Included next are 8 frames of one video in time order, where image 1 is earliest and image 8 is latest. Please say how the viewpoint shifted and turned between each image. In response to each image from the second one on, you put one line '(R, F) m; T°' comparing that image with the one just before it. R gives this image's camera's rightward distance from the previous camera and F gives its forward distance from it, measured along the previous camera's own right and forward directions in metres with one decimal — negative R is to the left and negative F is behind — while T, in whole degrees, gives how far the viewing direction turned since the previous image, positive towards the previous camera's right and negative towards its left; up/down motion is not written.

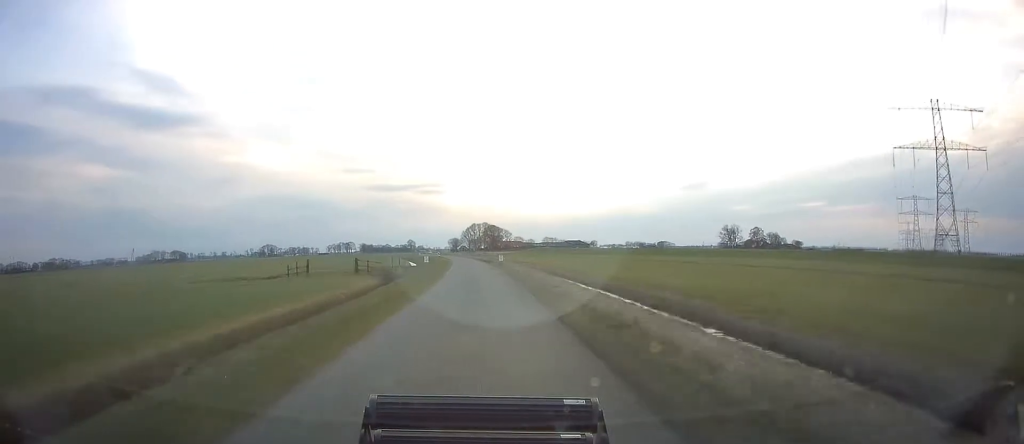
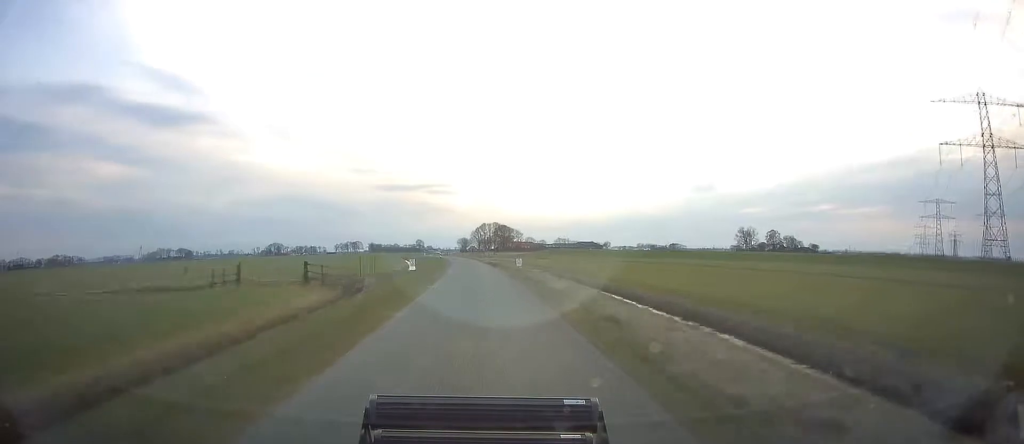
(-0.4, +16.5) m; -1°
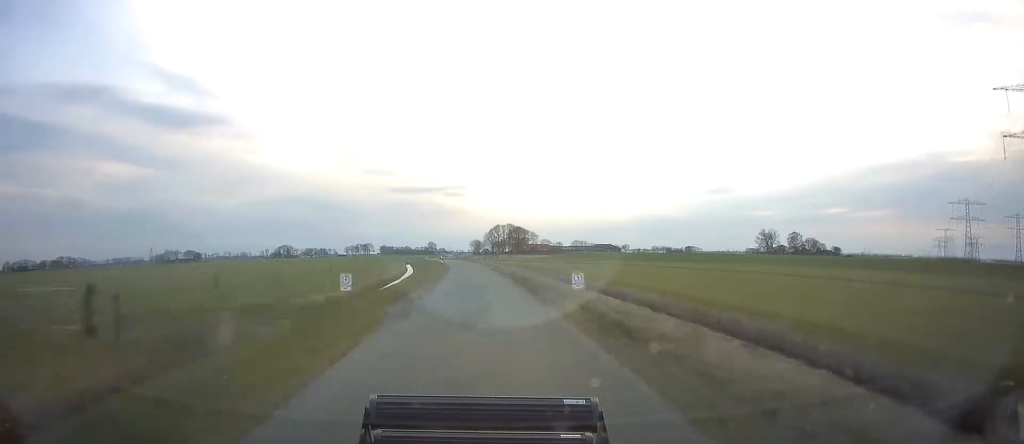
(-0.2, +20.7) m; -2°
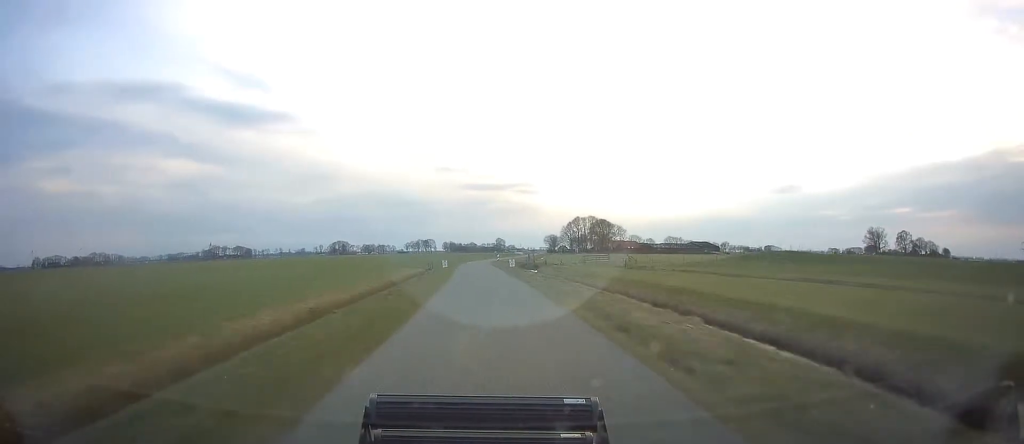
(-4.5, +84.2) m; -5°
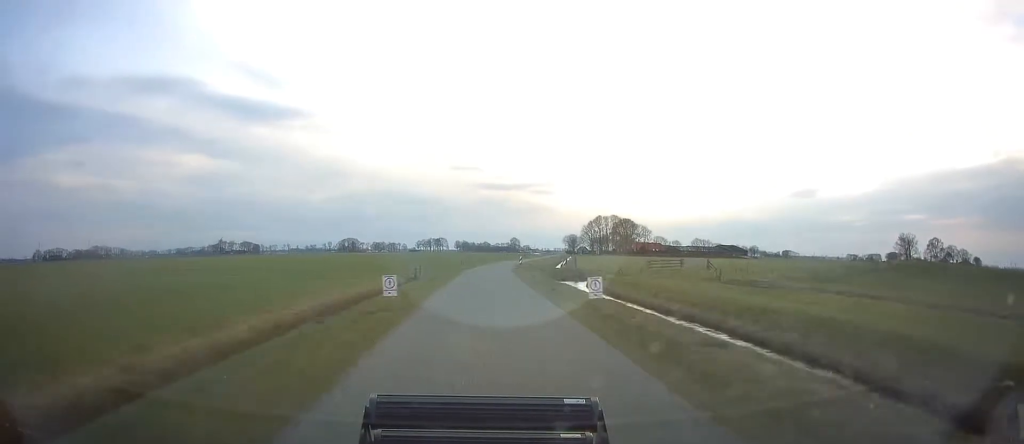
(-0.6, +30.2) m; -1°
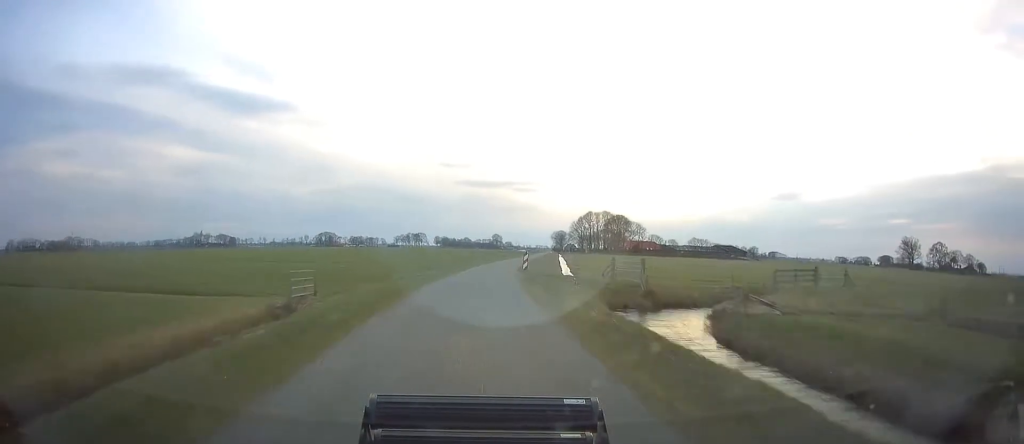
(-0.3, +30.5) m; 0°
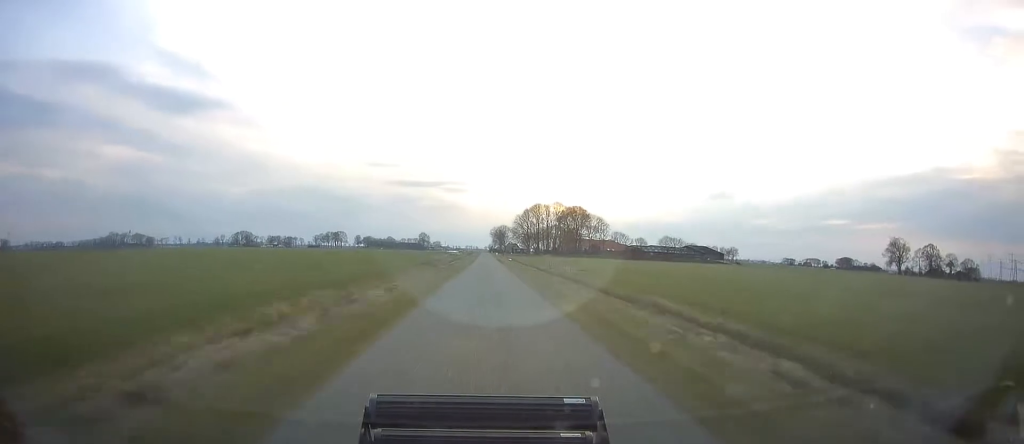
(+2.9, +72.1) m; +5°
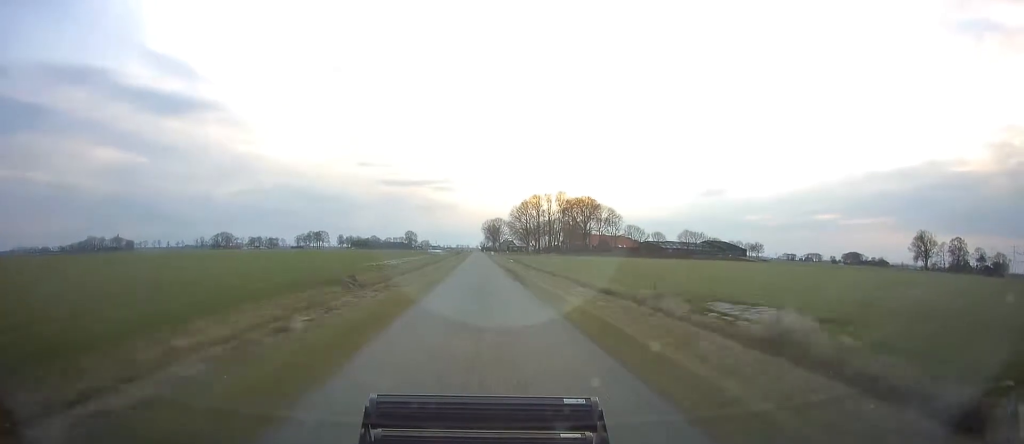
(+1.1, +43.4) m; +1°
